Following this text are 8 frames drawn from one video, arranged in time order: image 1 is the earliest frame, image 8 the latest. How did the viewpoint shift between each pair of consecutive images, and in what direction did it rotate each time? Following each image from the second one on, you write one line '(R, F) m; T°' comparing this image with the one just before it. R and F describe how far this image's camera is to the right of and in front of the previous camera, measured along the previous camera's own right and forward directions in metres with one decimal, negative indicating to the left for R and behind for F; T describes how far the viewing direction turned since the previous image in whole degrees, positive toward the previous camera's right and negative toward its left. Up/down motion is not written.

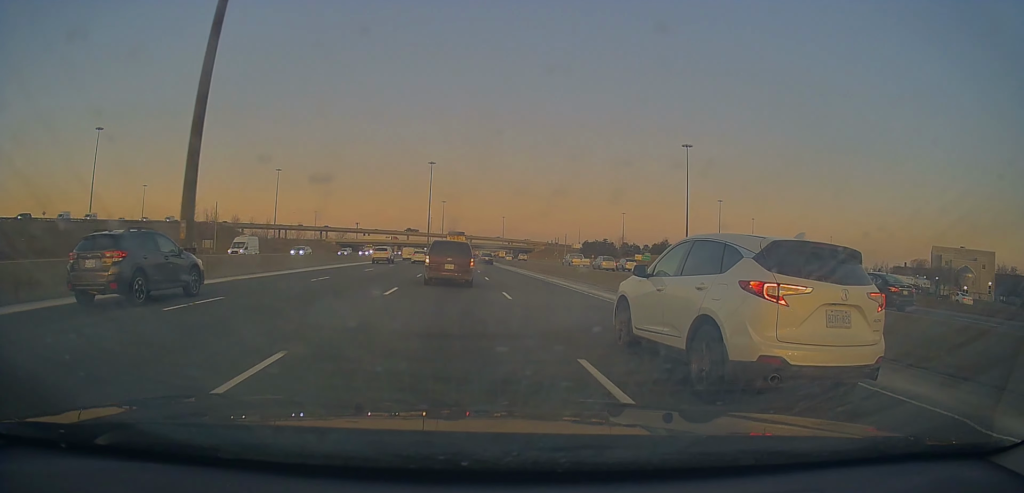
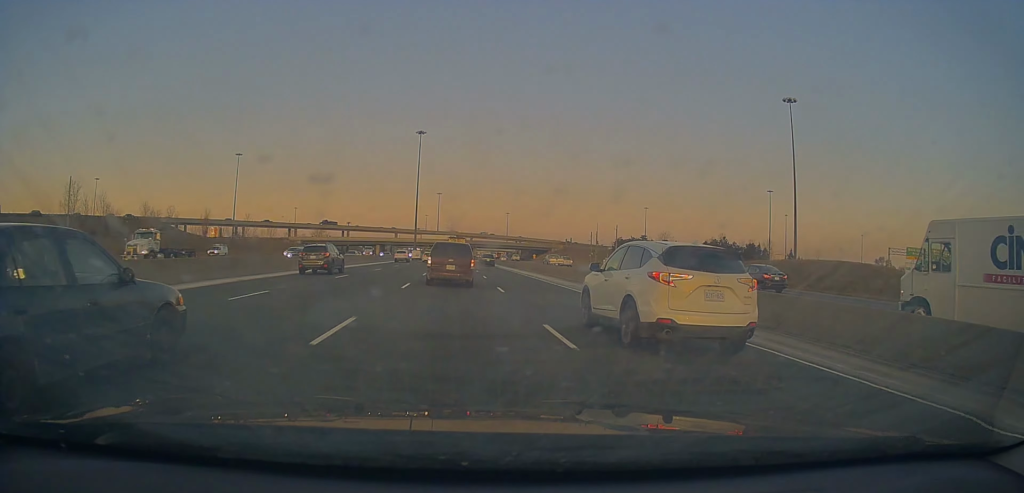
(+0.9, +58.3) m; +1°
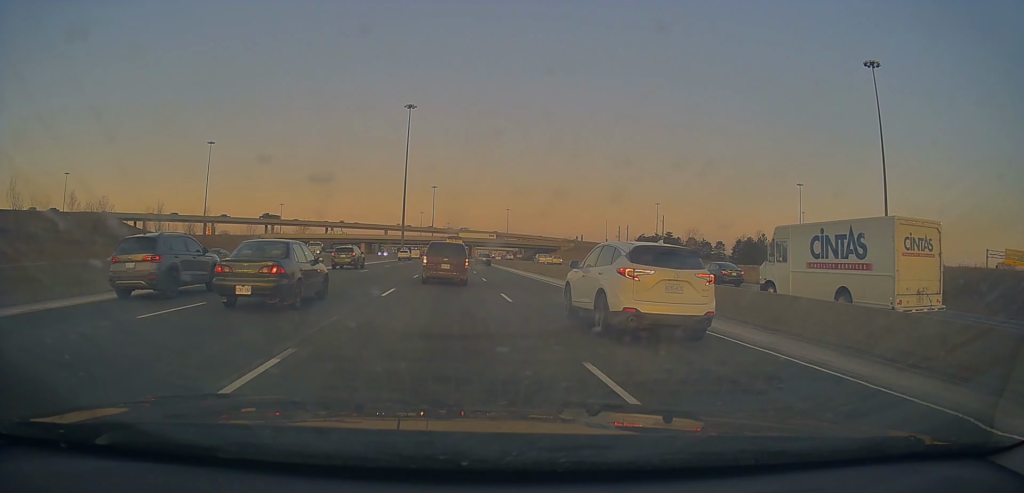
(-0.1, +28.1) m; 0°
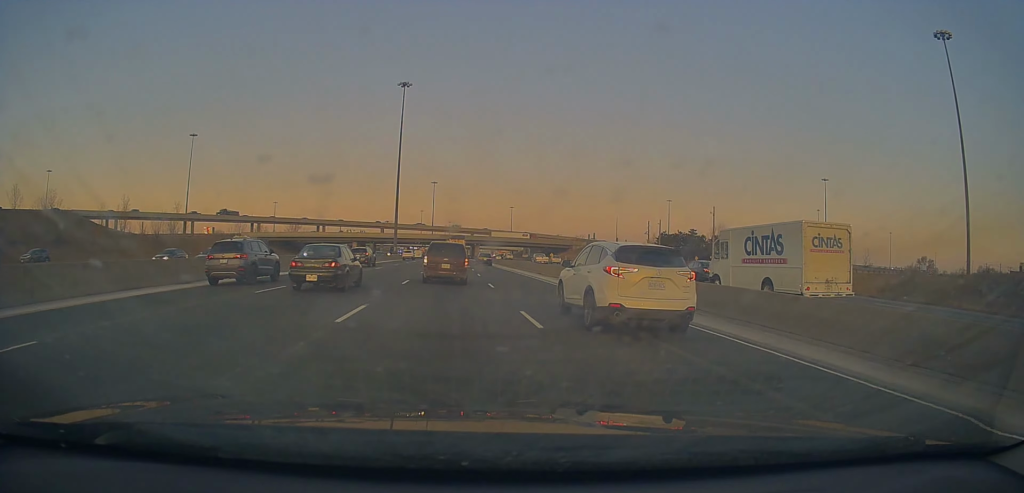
(0.0, +17.9) m; 0°
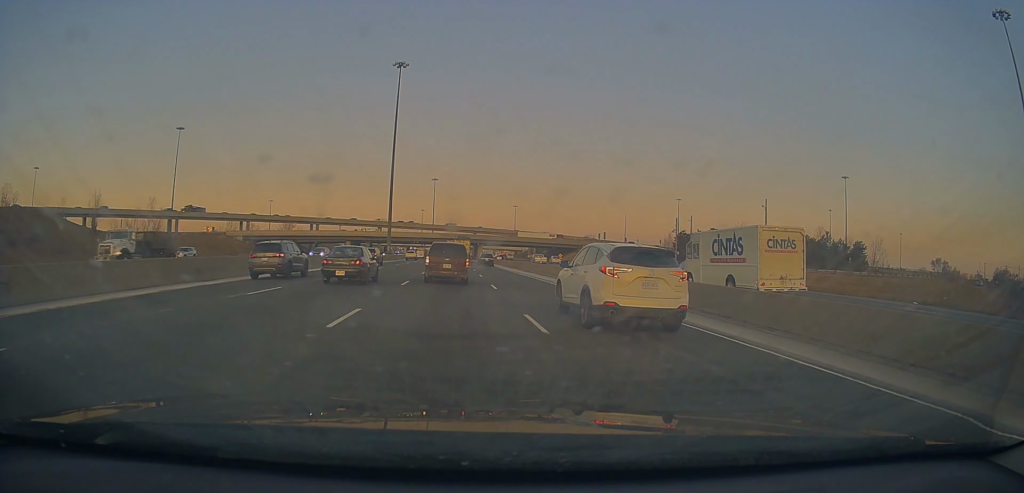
(+0.2, +12.8) m; -1°
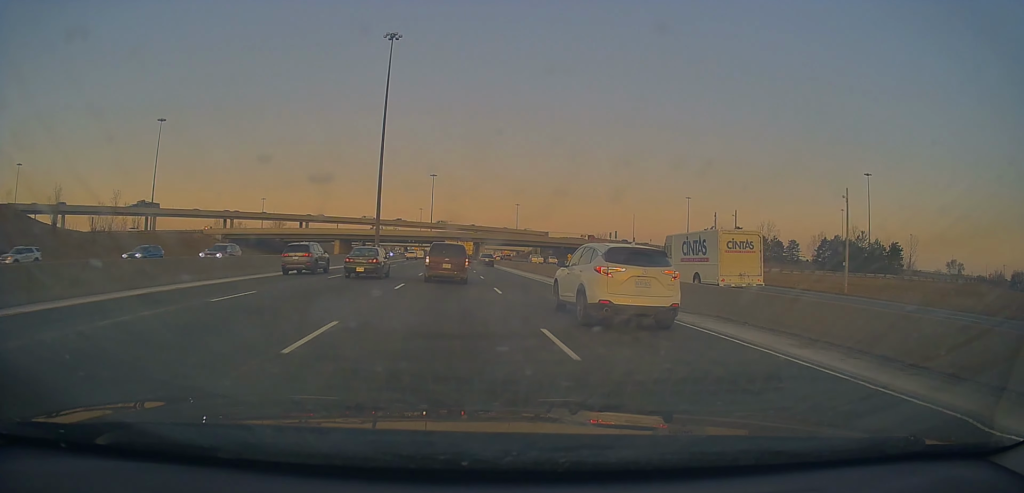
(-0.4, +14.5) m; 0°
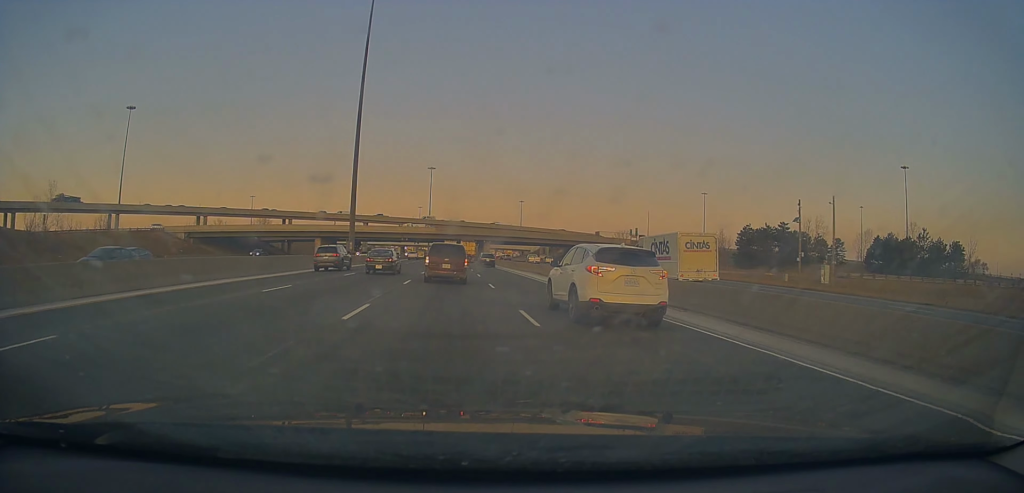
(+0.1, +20.7) m; +1°
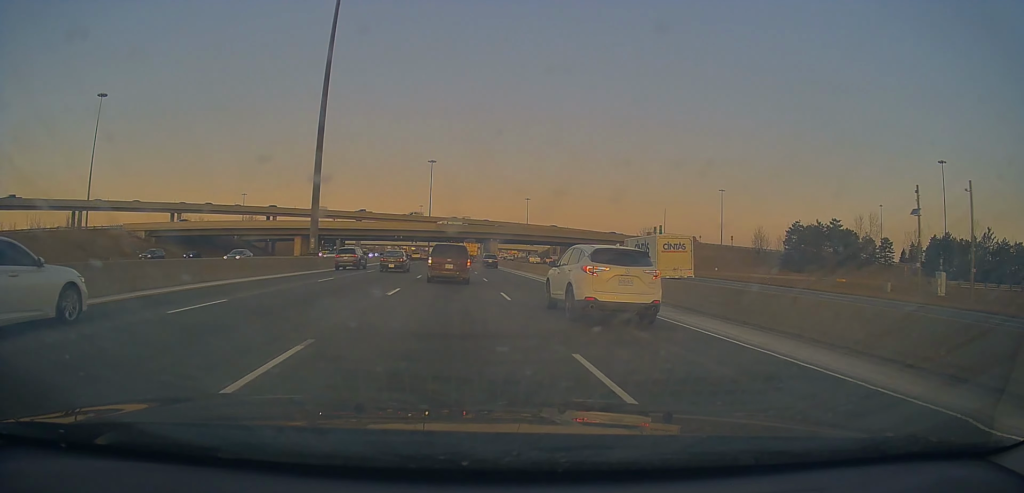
(+0.2, +17.9) m; 0°
